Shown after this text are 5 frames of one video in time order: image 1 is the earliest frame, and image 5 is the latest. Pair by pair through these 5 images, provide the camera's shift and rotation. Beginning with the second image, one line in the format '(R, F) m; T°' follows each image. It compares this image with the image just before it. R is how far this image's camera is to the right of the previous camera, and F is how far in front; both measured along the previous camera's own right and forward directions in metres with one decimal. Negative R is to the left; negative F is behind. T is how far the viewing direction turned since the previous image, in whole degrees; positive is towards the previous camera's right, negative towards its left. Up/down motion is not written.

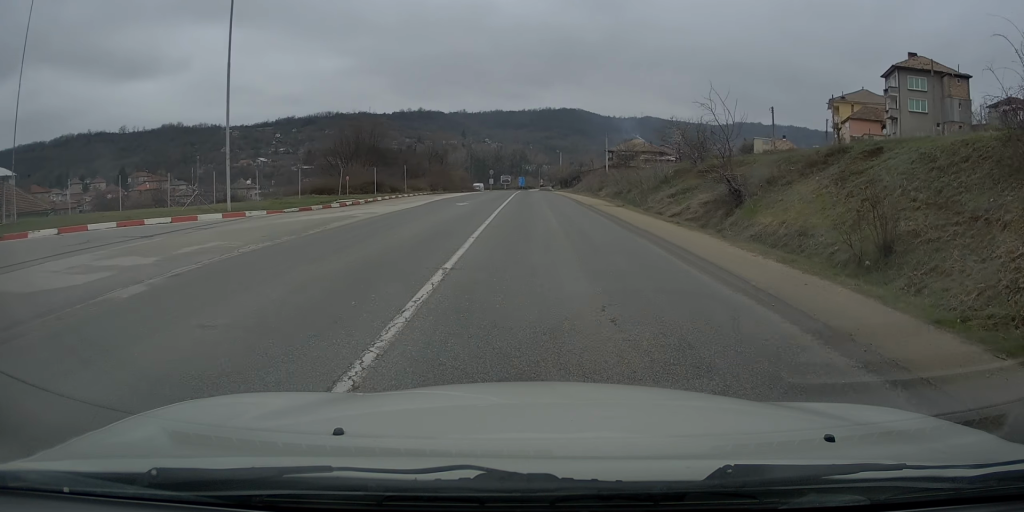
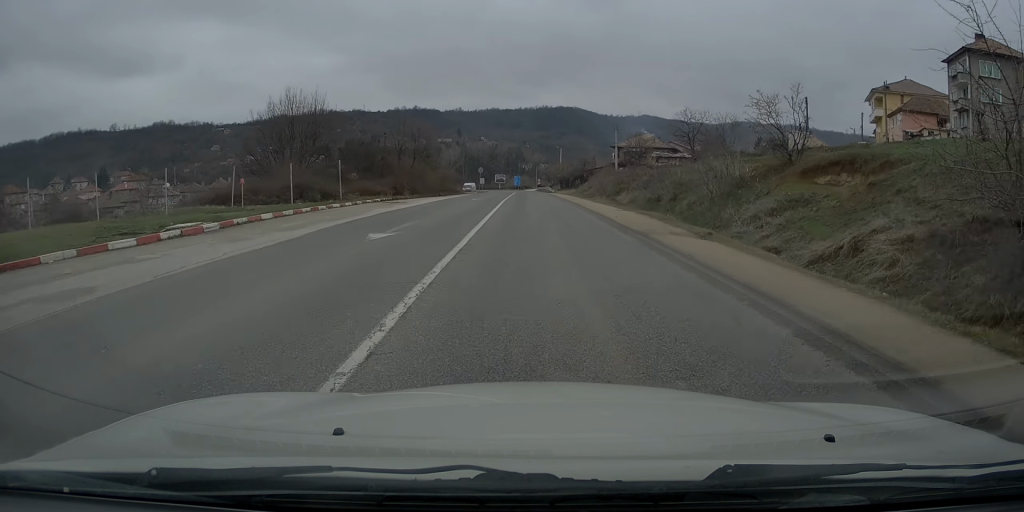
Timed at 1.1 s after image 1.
(+0.3, +15.4) m; +1°
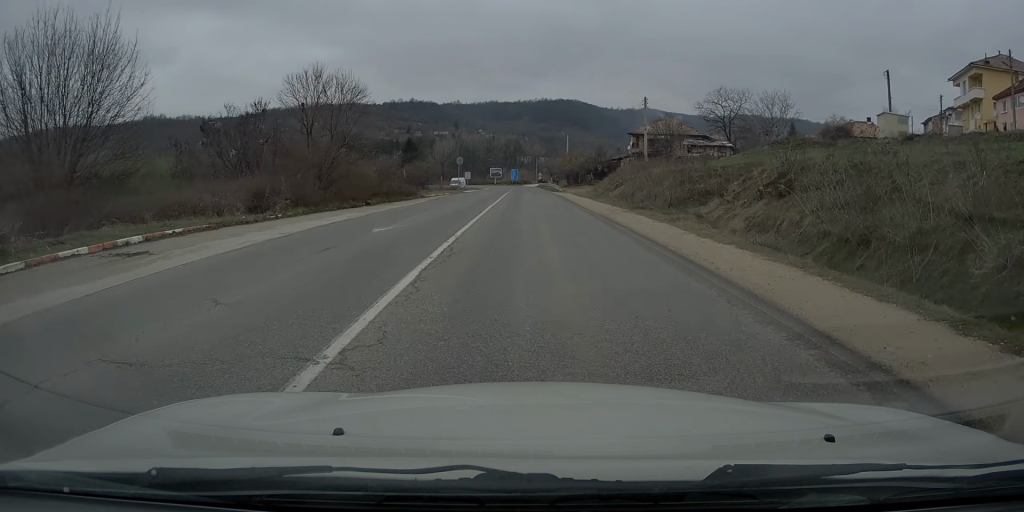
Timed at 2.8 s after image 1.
(-0.5, +23.7) m; -2°
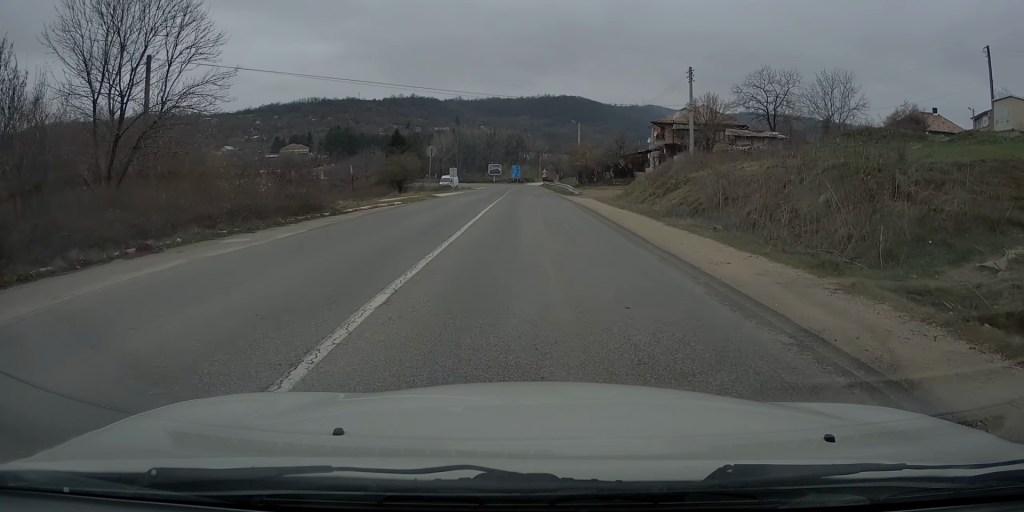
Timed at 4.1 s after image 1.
(0.0, +18.5) m; +1°
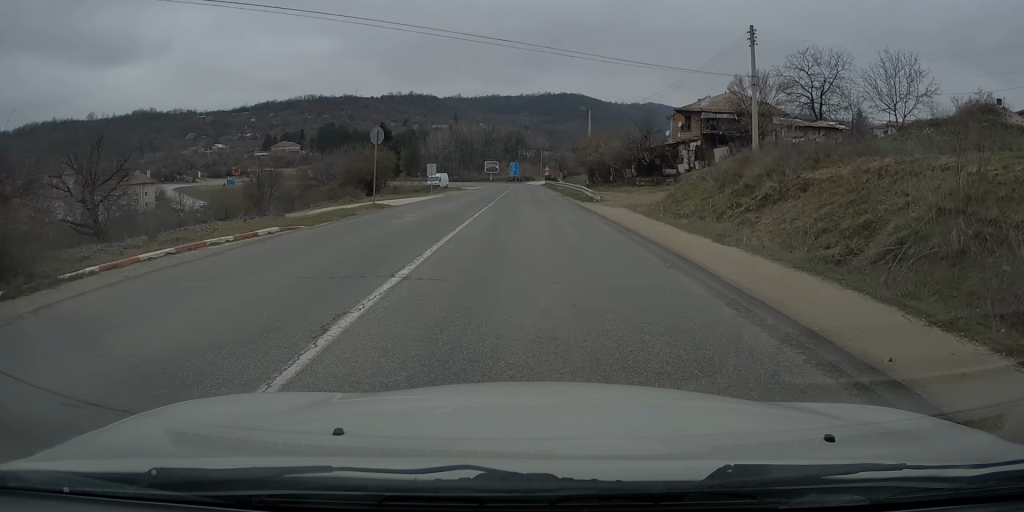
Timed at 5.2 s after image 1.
(+0.4, +14.3) m; 0°
